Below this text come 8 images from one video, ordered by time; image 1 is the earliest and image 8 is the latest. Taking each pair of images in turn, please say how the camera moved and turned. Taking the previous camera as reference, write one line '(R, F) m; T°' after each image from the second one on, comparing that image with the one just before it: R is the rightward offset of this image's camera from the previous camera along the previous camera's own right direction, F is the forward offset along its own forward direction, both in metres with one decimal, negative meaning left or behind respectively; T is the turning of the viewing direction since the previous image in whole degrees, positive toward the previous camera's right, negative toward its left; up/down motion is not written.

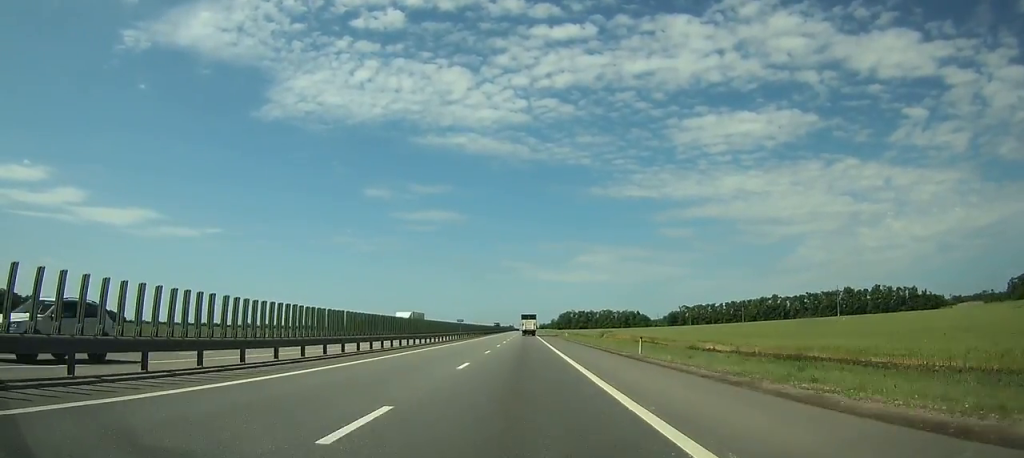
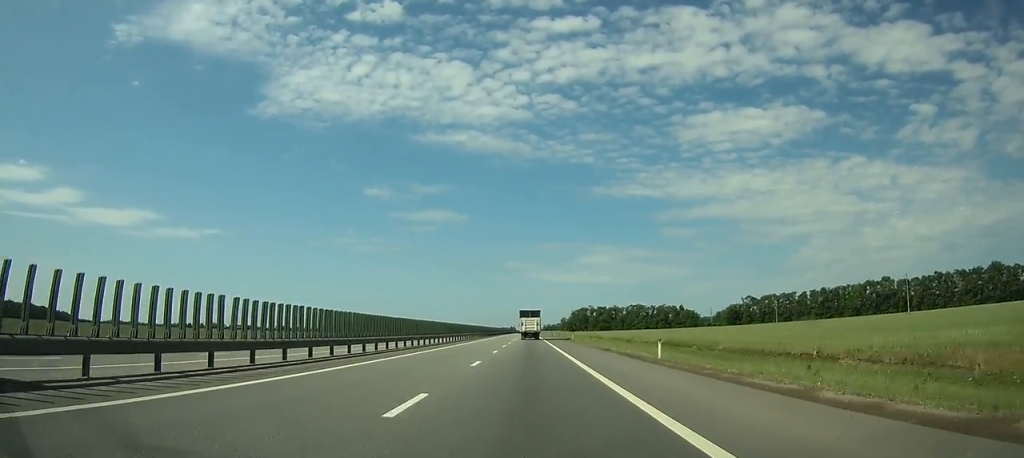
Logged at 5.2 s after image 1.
(-0.3, +152.1) m; 0°
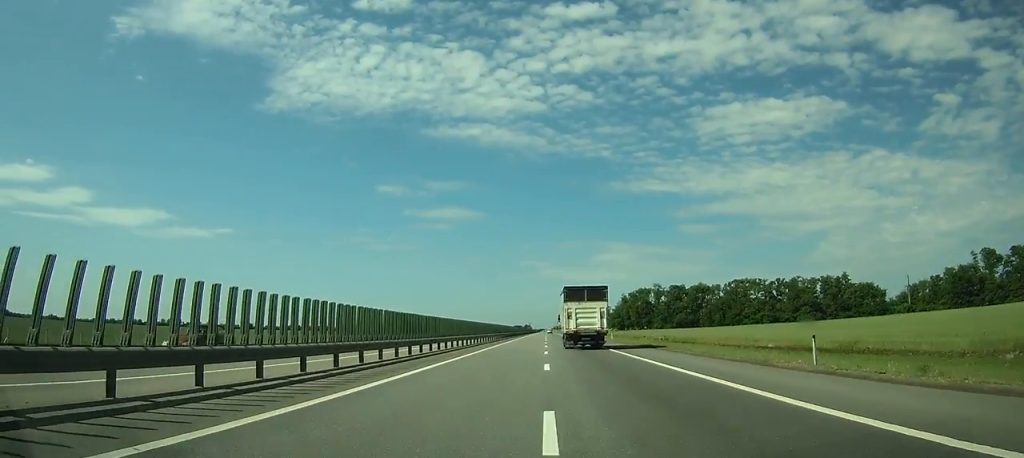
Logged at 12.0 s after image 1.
(-1.4, +208.4) m; -1°
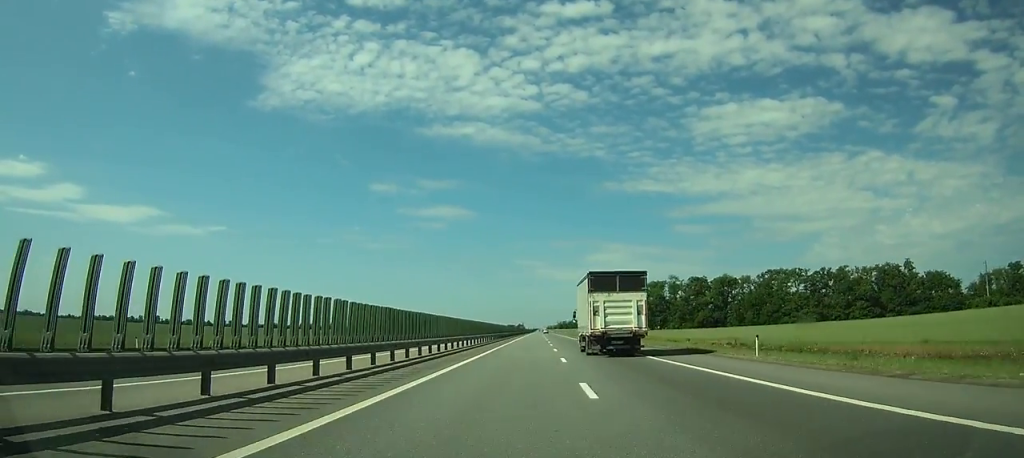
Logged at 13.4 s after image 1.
(-0.2, +44.2) m; 0°
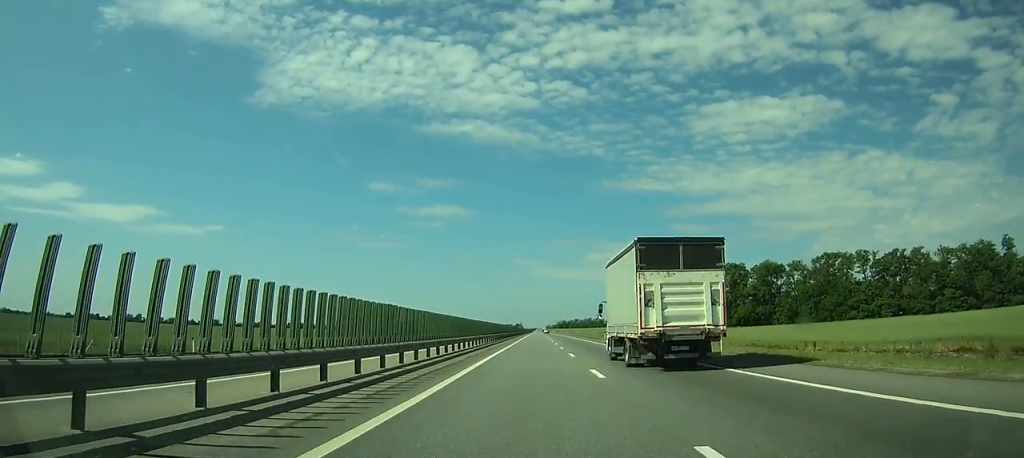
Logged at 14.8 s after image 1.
(+0.1, +43.5) m; 0°
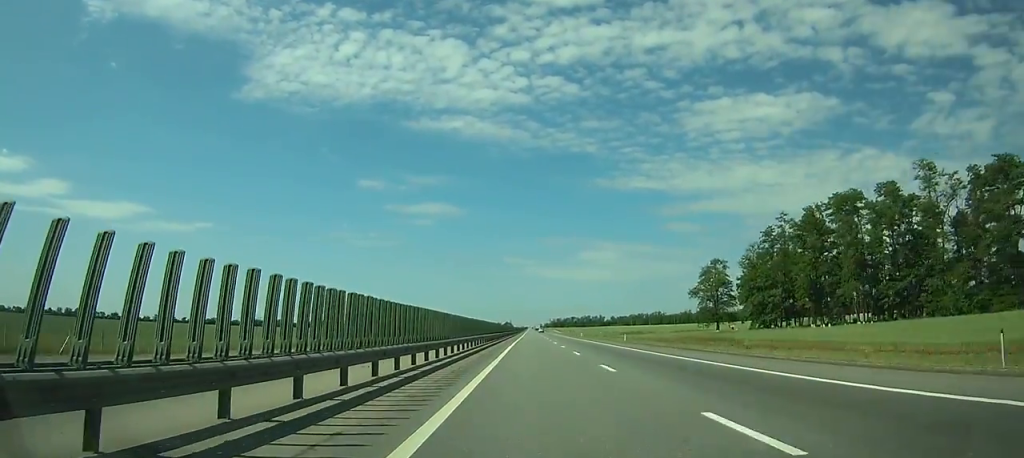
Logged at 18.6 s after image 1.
(+0.8, +116.7) m; +1°
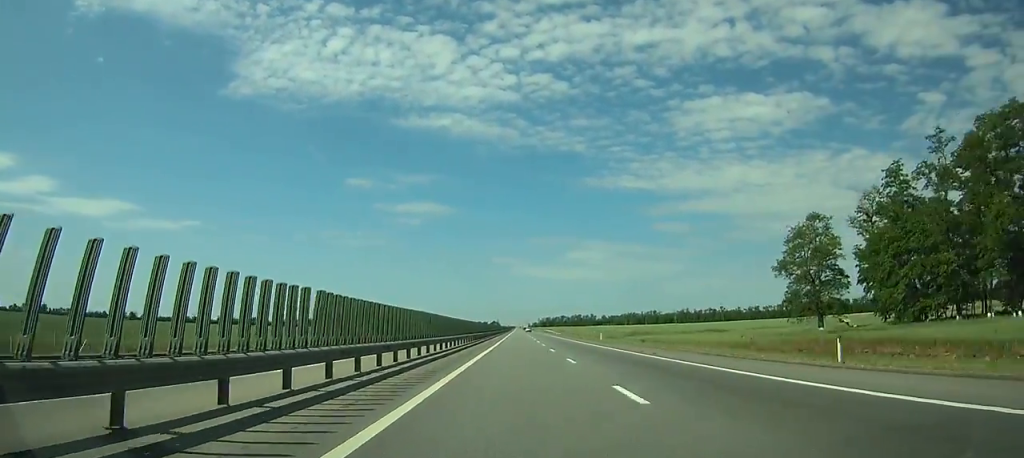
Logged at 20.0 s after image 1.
(+0.1, +42.5) m; 0°
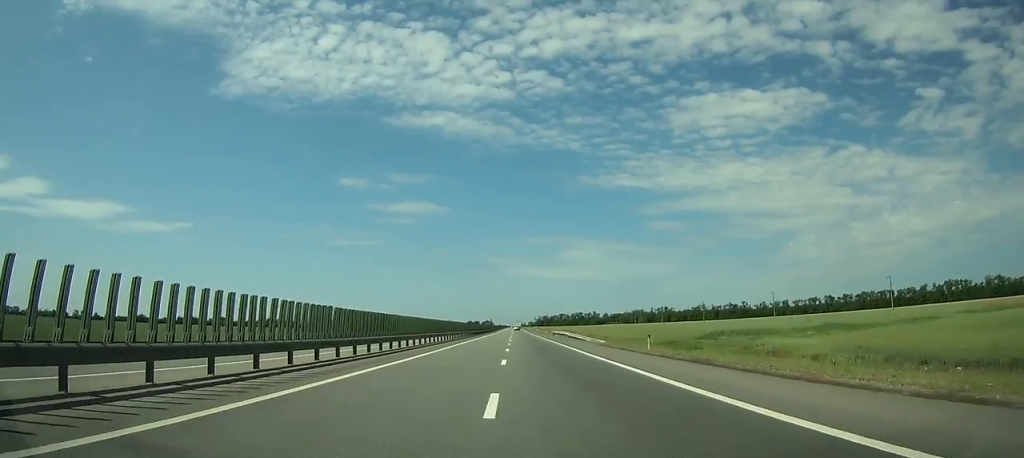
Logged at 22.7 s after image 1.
(+0.9, +82.0) m; +1°
